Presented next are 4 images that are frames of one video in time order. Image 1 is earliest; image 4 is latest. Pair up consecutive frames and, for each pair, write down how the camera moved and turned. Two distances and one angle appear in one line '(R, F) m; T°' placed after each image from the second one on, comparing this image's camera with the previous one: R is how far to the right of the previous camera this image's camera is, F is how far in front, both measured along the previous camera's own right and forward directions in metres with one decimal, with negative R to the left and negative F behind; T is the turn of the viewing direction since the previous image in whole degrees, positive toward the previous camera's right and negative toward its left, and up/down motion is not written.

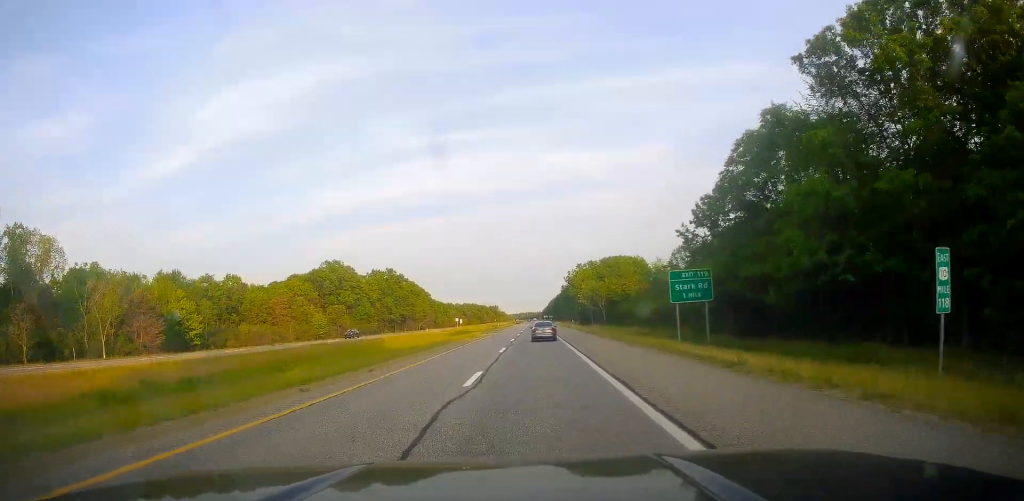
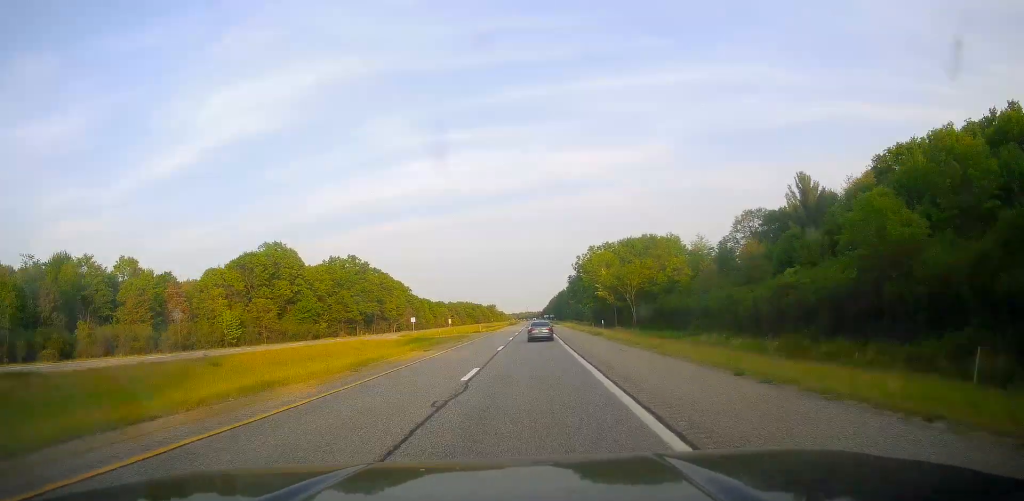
(+0.3, +44.5) m; 0°
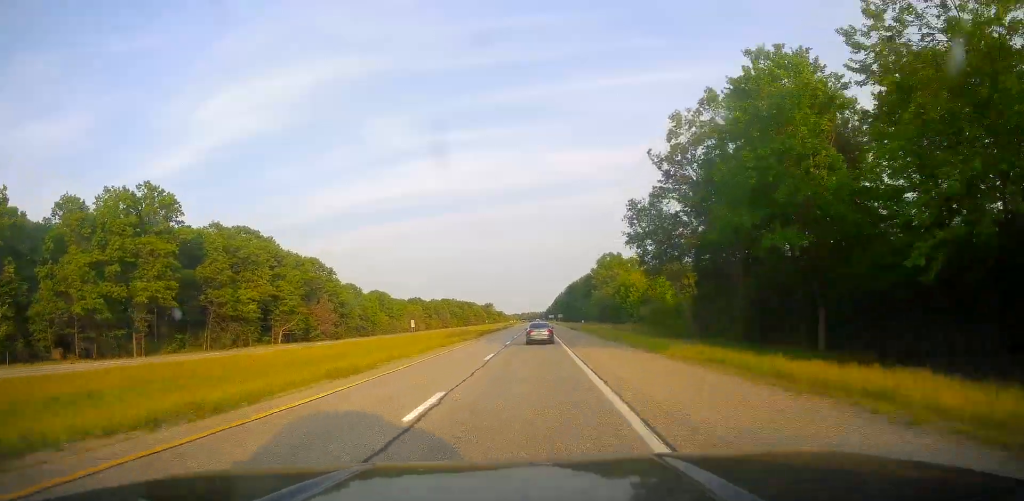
(-1.6, +98.6) m; -1°
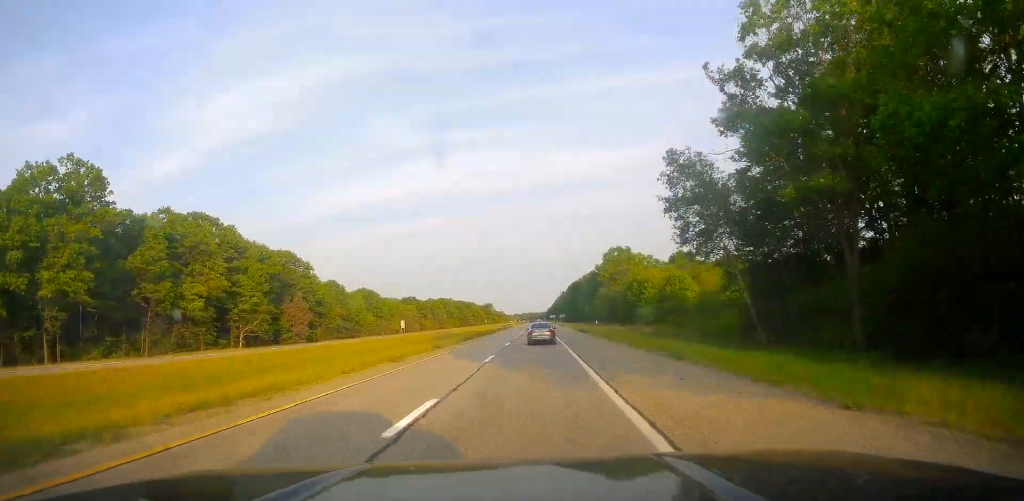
(0.0, +16.8) m; 0°
